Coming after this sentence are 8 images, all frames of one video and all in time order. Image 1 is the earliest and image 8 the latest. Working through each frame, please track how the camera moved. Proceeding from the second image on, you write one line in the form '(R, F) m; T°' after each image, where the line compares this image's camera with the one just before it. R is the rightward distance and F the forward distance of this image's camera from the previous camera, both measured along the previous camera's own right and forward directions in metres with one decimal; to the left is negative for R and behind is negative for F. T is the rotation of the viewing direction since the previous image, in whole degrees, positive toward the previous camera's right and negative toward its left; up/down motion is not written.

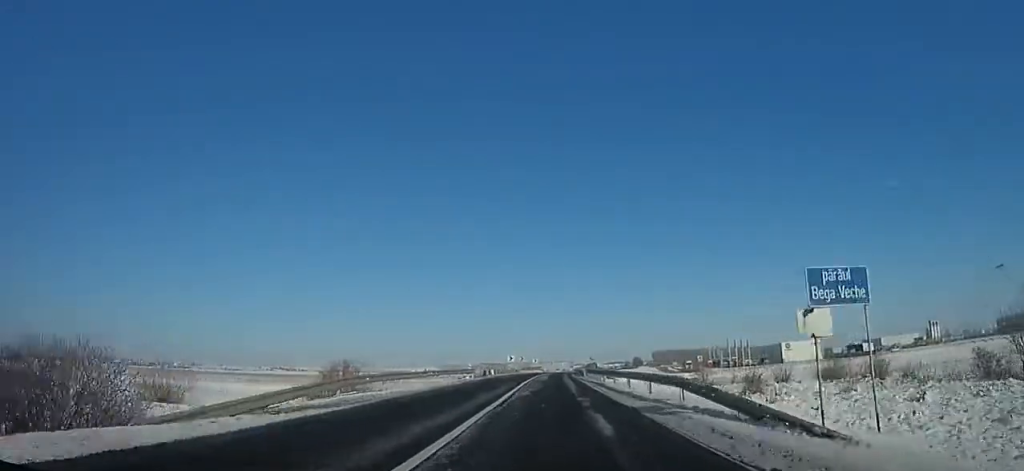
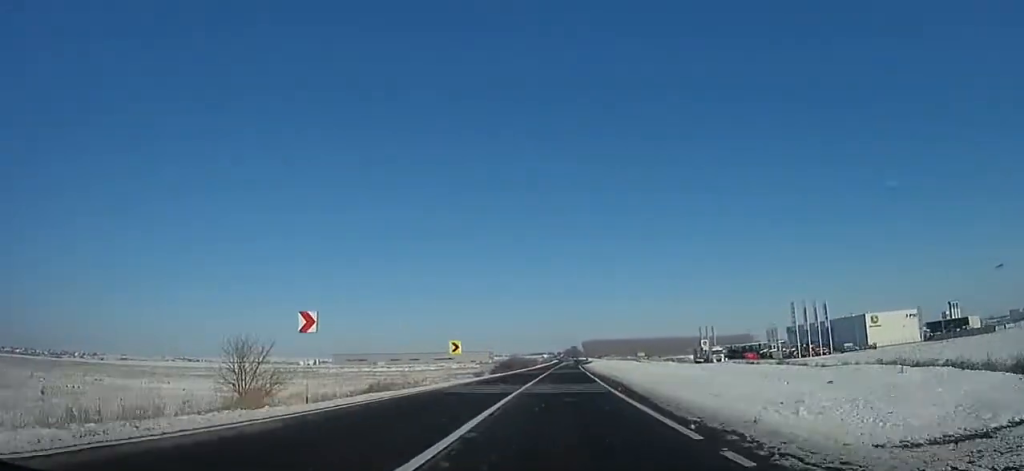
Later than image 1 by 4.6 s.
(+5.0, +104.4) m; +6°
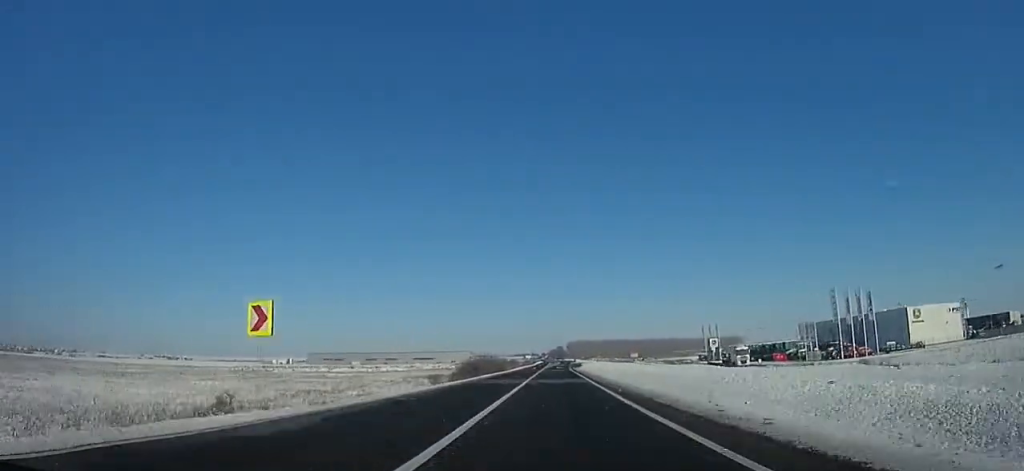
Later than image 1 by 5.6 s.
(+0.1, +22.9) m; +1°
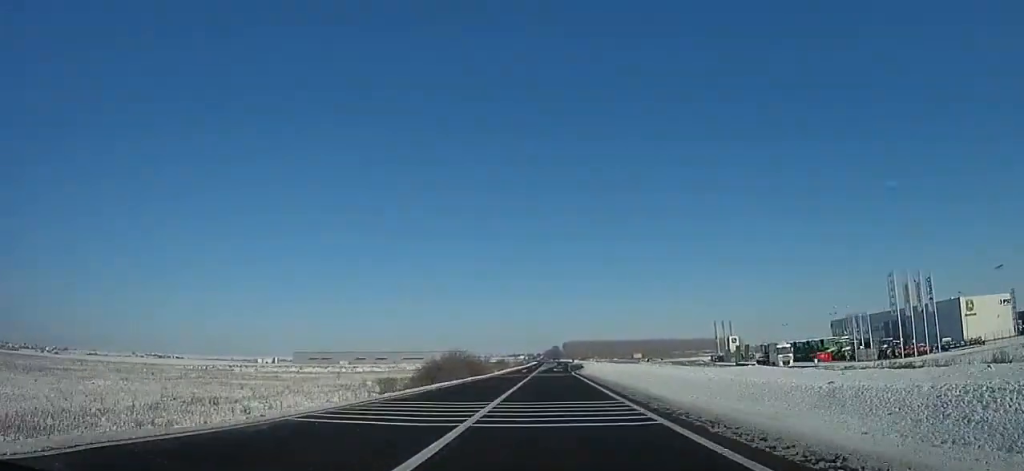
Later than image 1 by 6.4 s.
(+0.2, +18.4) m; +1°
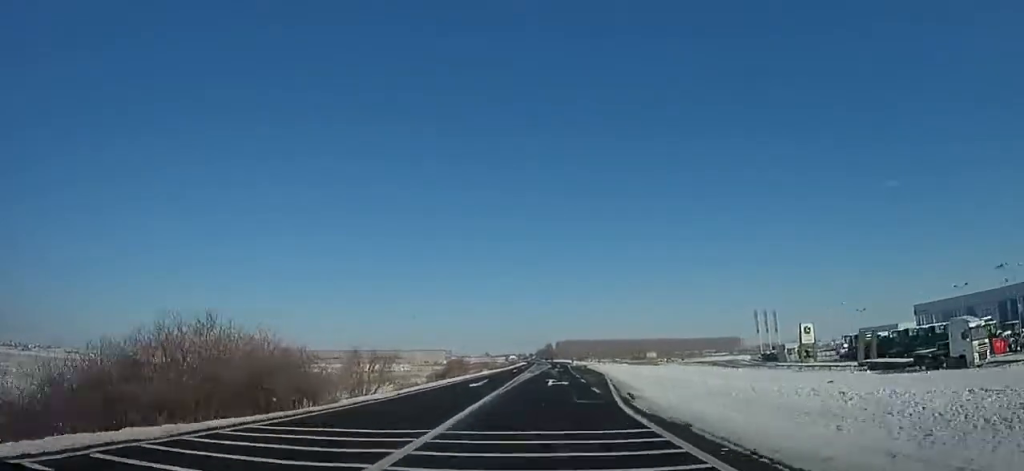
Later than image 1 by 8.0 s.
(+0.5, +38.3) m; +2°
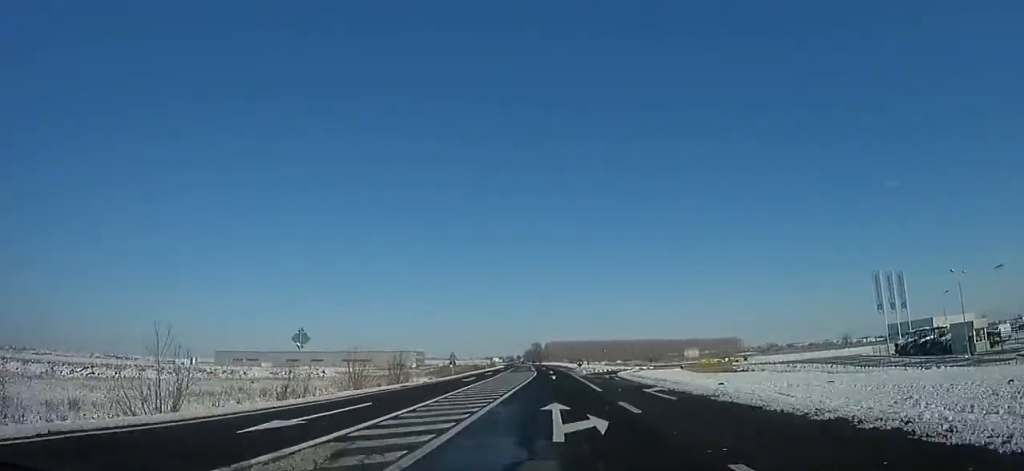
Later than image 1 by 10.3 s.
(+1.5, +53.2) m; +2°
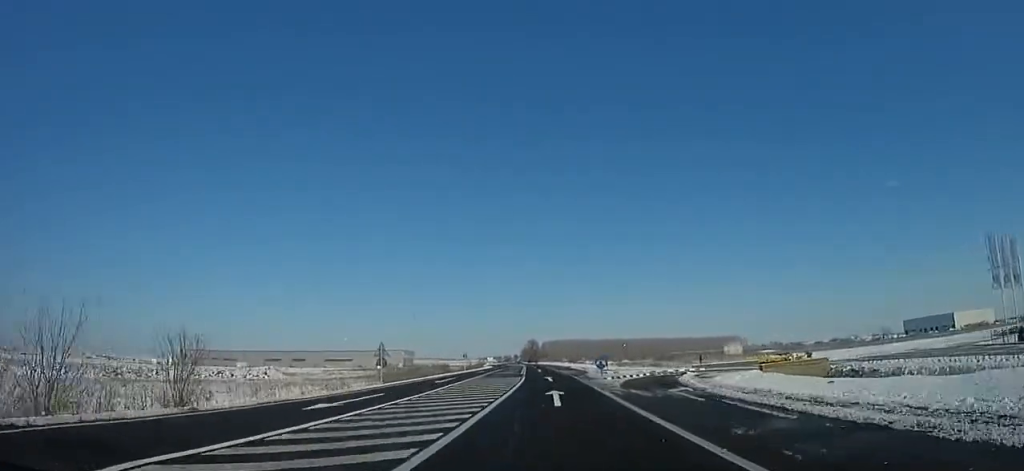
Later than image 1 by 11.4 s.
(+0.5, +23.9) m; -1°
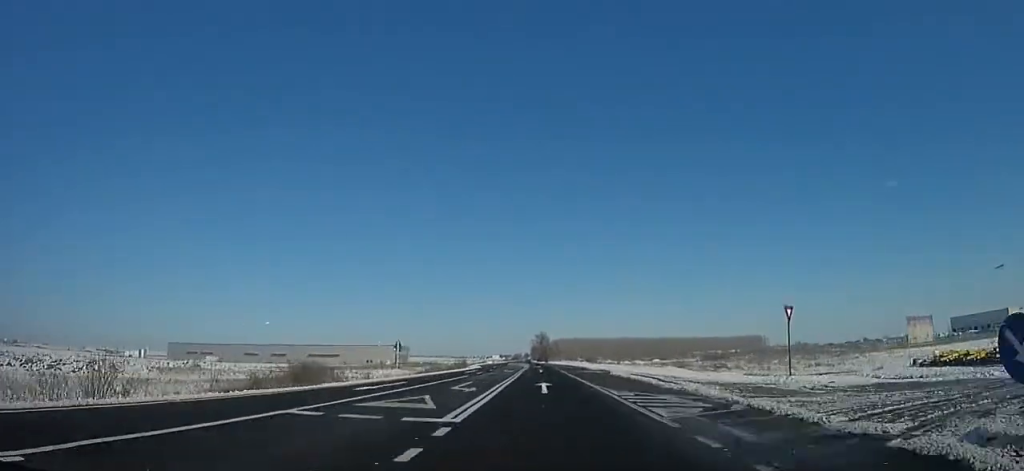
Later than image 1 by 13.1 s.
(-1.1, +39.2) m; -1°
